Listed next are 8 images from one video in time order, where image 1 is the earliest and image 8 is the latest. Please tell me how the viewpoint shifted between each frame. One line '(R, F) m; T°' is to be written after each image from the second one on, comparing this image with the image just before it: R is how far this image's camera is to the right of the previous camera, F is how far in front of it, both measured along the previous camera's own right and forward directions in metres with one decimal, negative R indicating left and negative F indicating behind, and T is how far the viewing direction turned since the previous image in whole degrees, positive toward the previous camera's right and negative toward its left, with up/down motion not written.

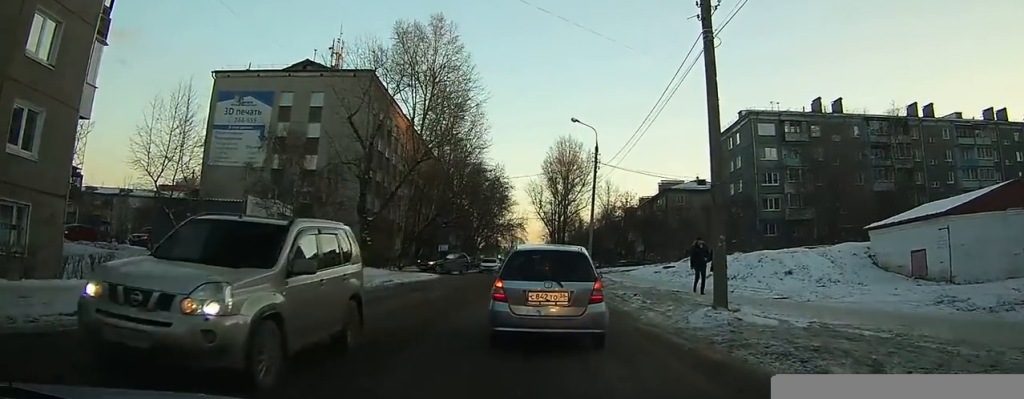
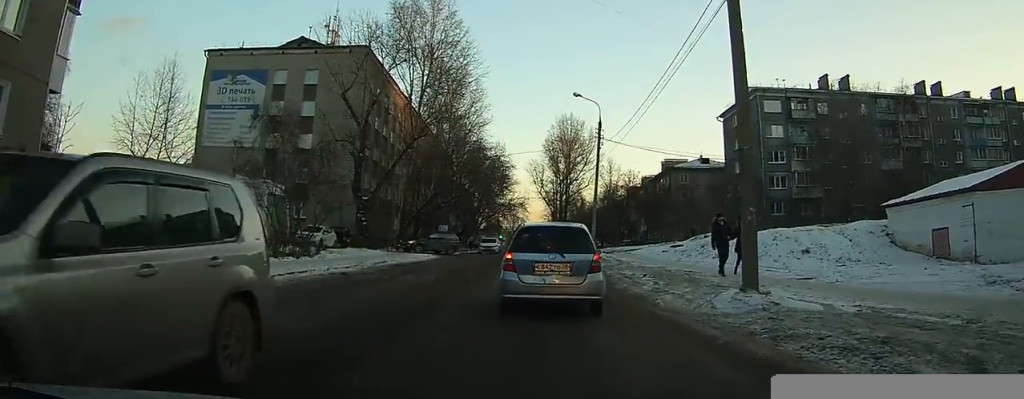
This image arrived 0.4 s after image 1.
(0.0, +1.6) m; +1°
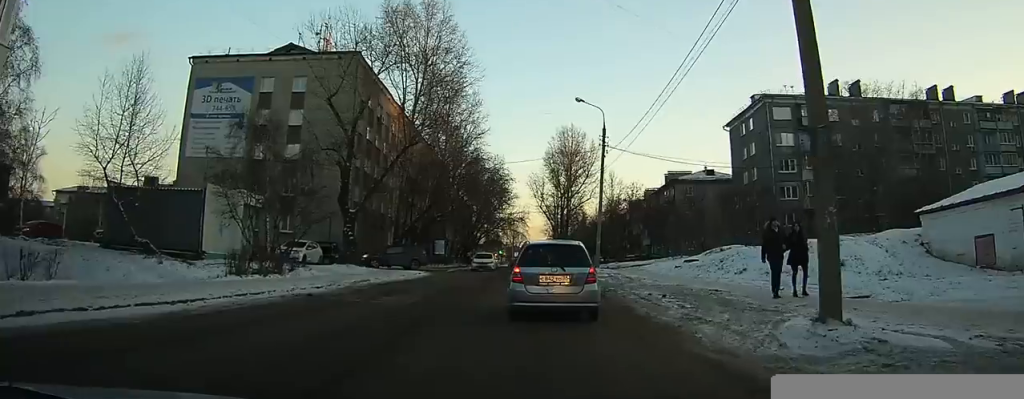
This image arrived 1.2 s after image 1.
(0.0, +2.8) m; +1°
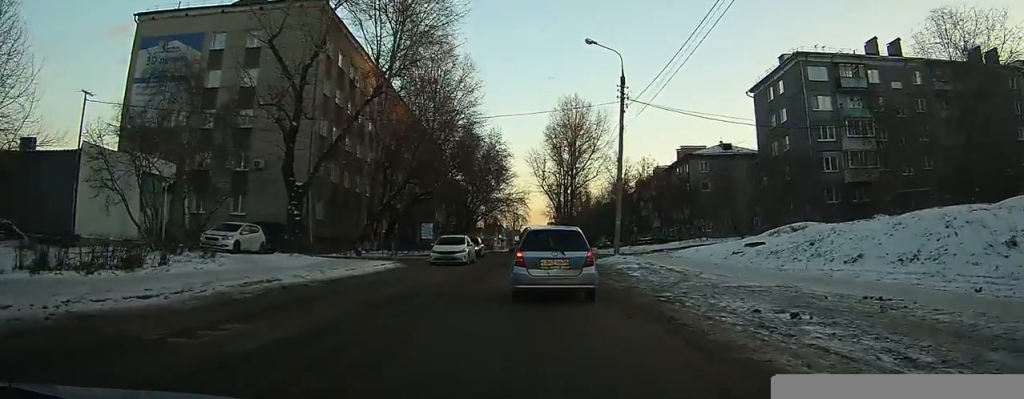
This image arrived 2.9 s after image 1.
(-0.1, +6.8) m; -3°
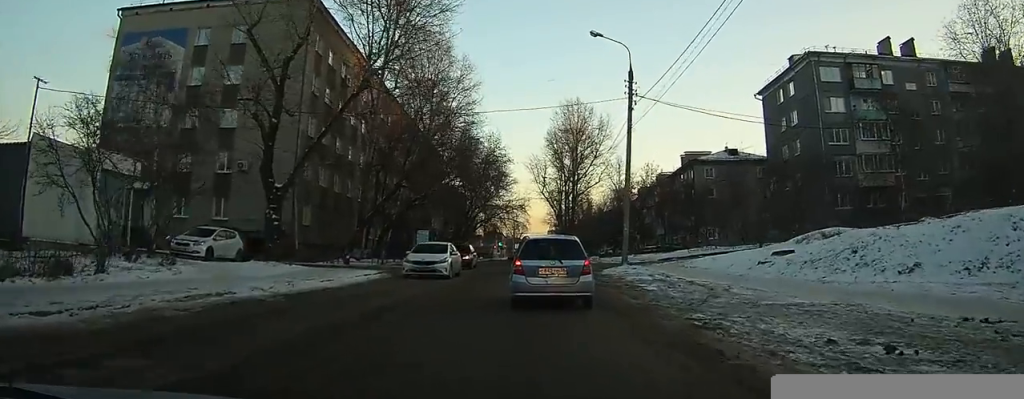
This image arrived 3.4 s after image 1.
(0.0, +2.2) m; -1°
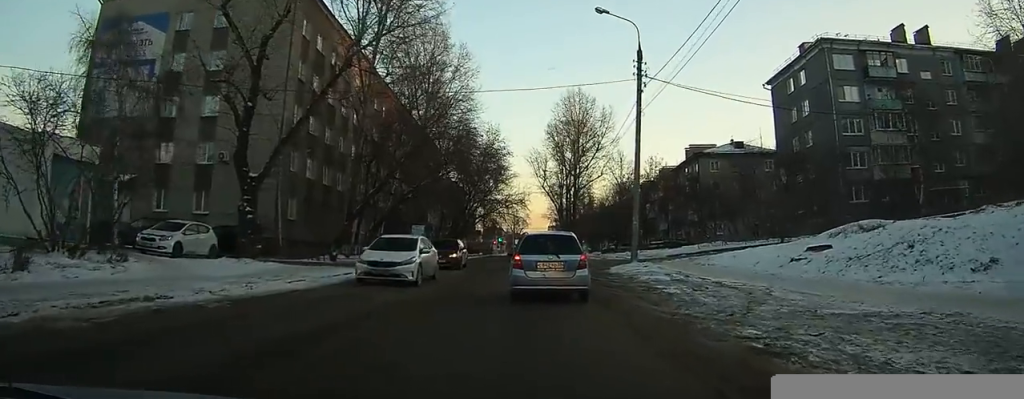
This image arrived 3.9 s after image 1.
(0.0, +2.4) m; -1°
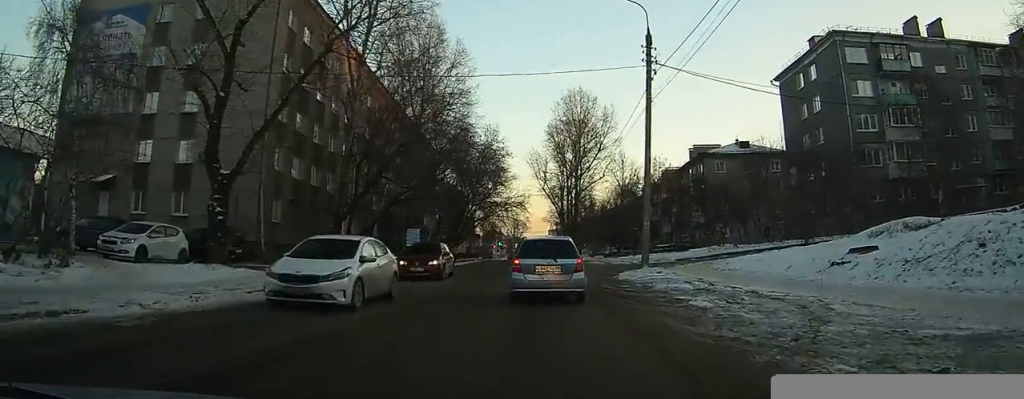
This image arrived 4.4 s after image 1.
(0.0, +2.3) m; -1°
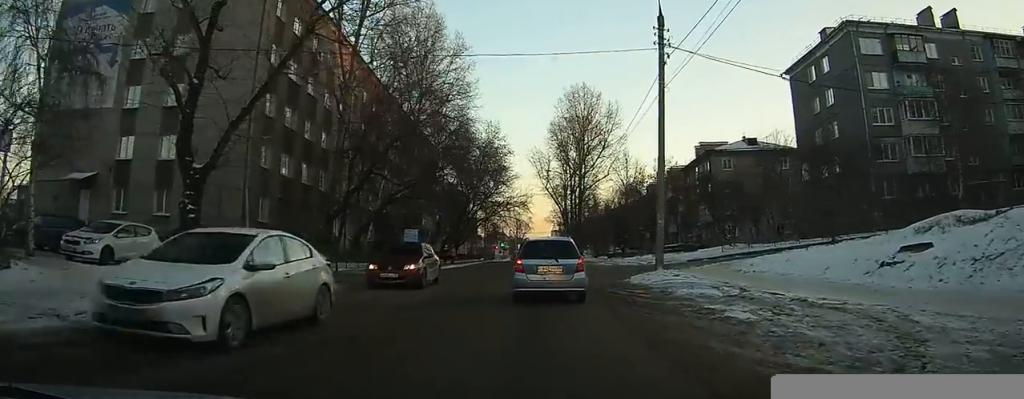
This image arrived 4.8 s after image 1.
(0.0, +1.9) m; -1°
